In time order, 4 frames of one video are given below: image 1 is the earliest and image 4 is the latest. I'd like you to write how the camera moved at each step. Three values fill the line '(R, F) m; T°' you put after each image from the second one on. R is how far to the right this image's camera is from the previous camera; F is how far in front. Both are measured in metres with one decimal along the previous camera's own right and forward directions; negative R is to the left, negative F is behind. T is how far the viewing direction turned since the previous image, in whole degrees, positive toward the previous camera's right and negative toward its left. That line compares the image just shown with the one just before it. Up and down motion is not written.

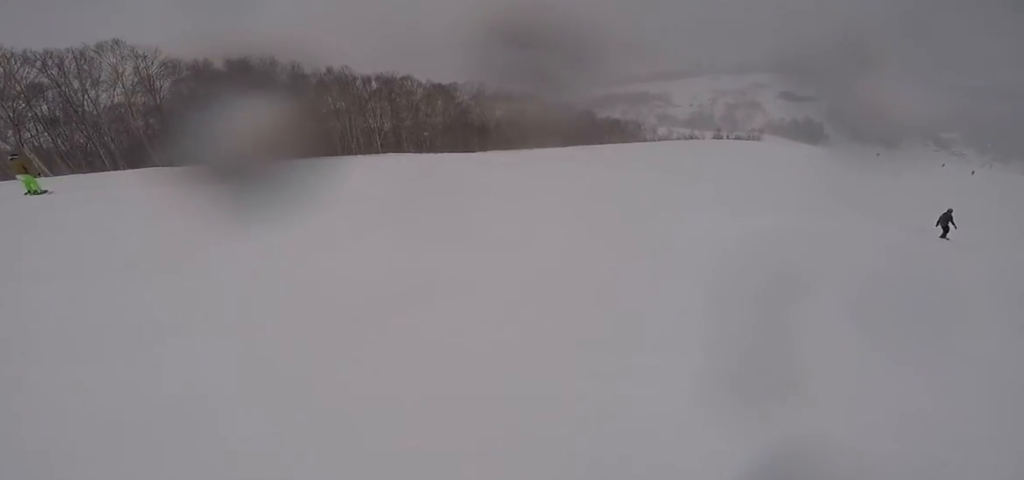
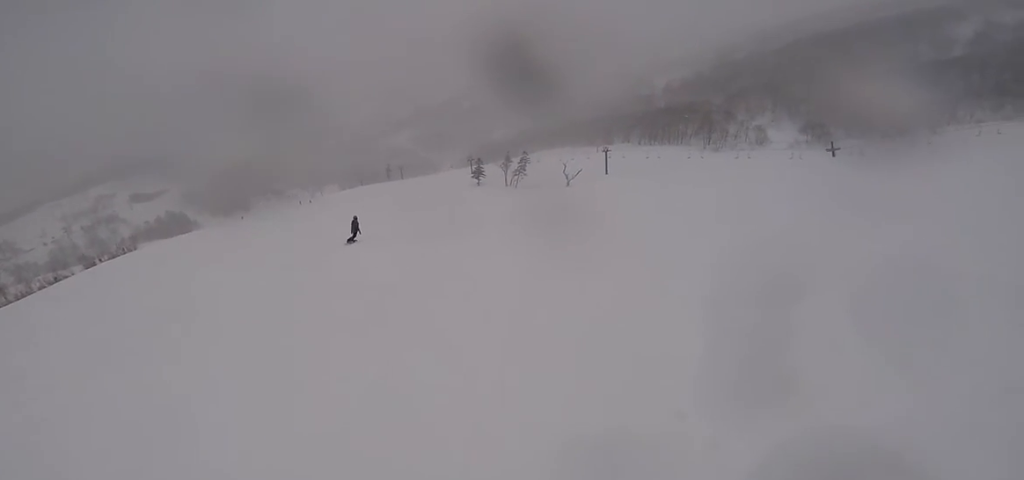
(+9.9, +17.1) m; +45°
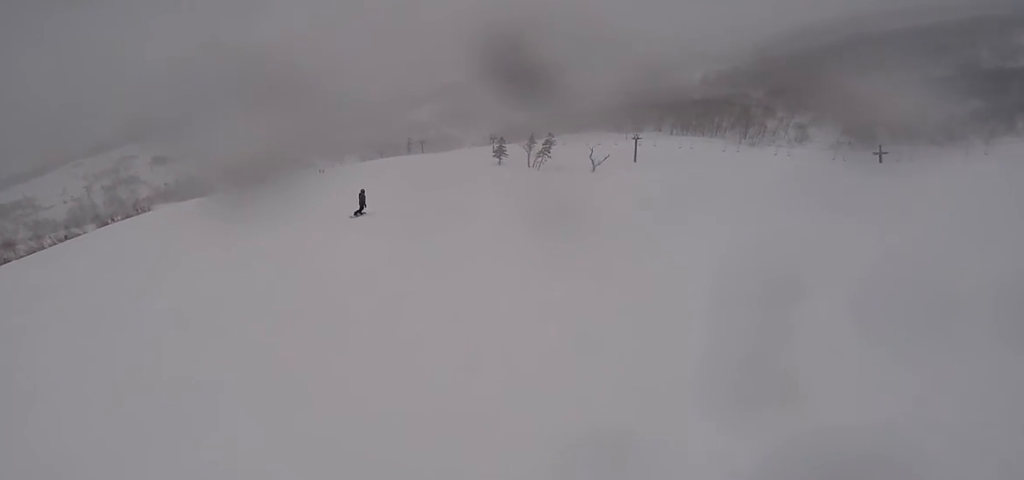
(+0.1, +3.0) m; -2°
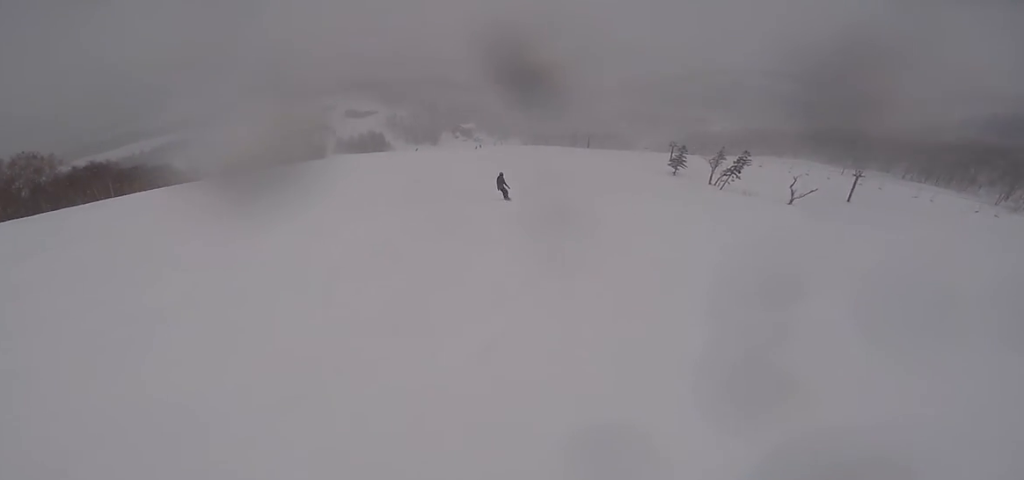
(-0.8, +7.6) m; -16°
